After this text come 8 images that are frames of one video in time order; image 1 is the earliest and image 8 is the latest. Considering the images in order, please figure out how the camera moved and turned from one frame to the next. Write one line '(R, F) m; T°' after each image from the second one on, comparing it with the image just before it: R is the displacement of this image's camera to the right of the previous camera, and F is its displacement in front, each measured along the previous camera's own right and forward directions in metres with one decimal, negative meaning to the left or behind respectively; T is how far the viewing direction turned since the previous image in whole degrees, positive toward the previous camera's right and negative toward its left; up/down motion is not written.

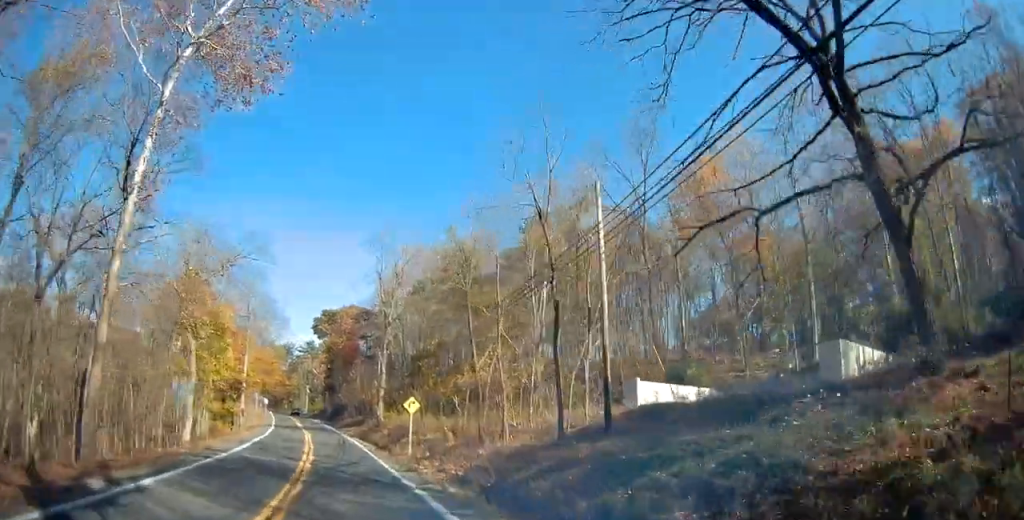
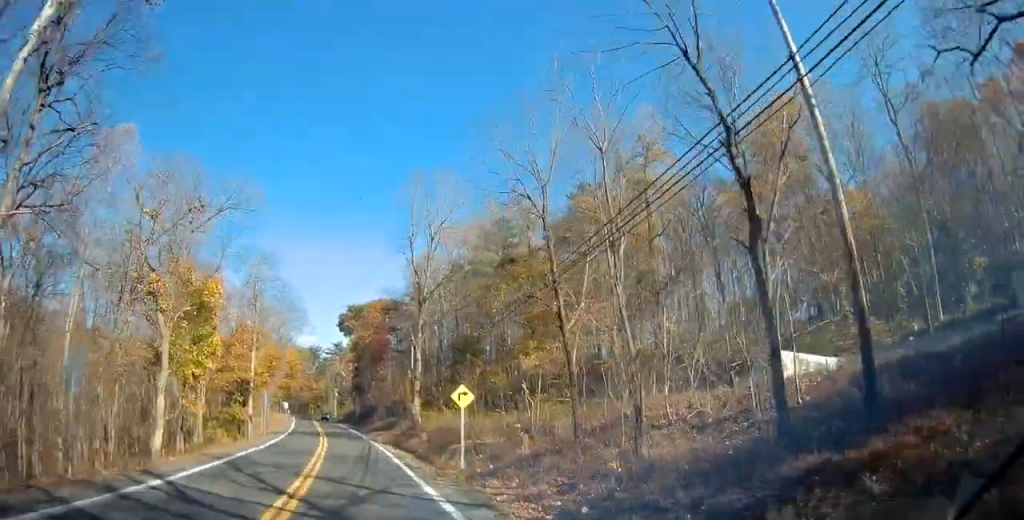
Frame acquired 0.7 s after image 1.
(-0.7, +10.3) m; -3°
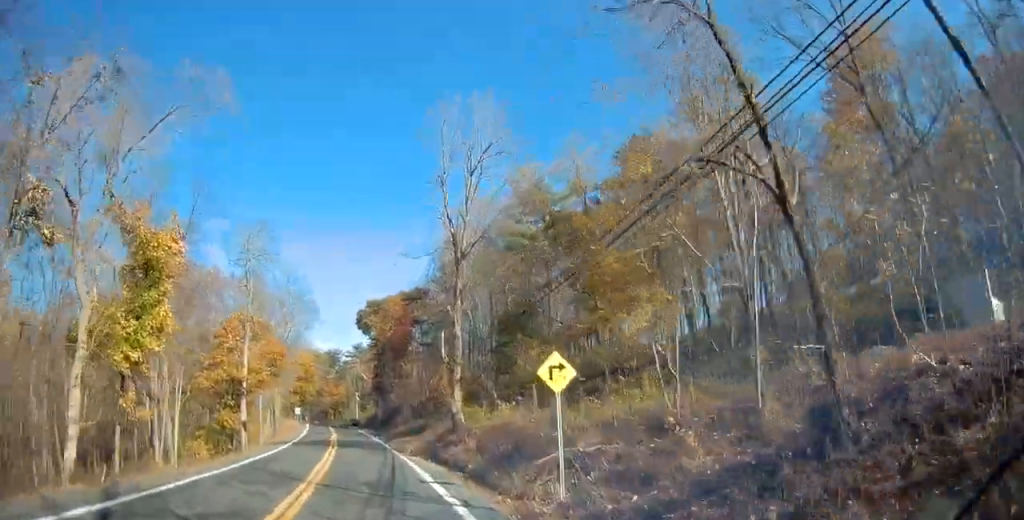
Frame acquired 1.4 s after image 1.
(-0.2, +11.0) m; -3°
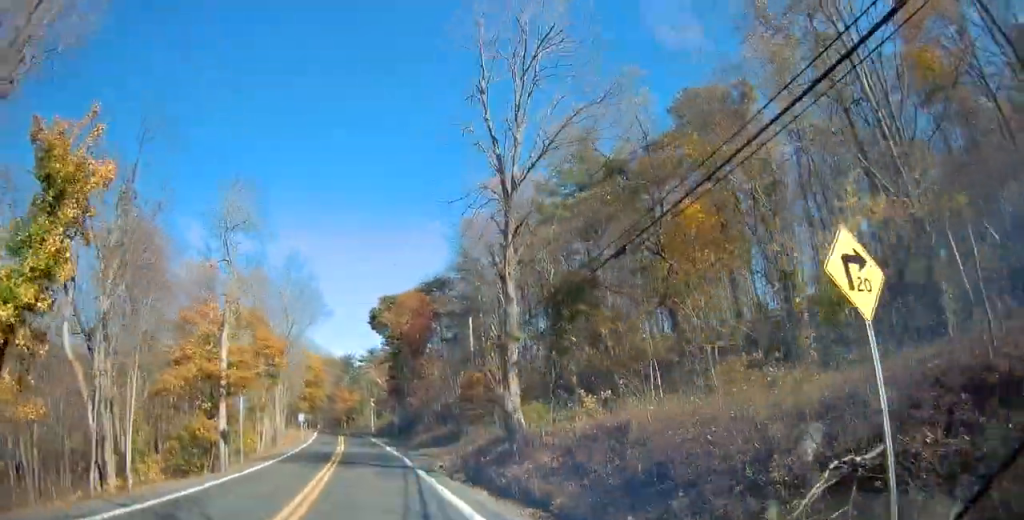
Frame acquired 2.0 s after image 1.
(+0.2, +9.5) m; -2°
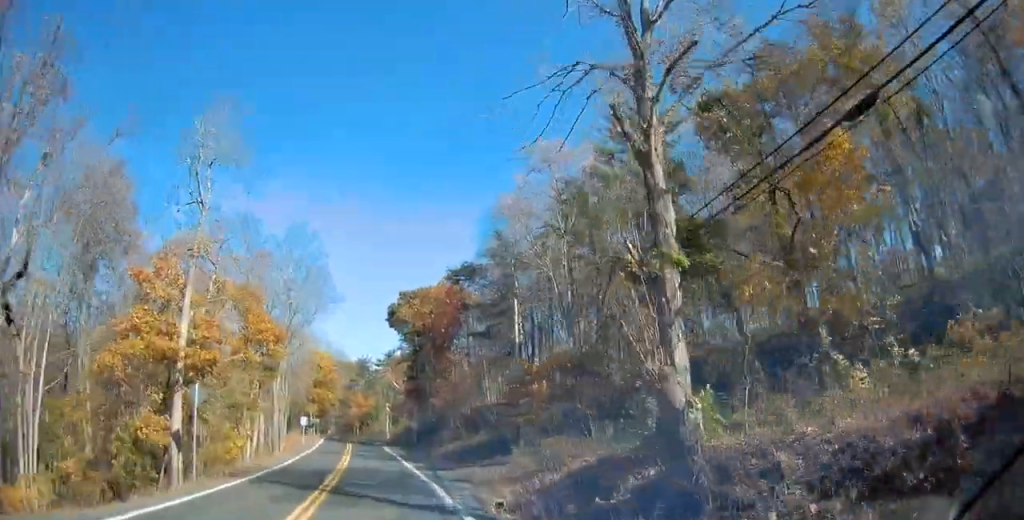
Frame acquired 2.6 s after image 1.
(-0.5, +10.1) m; -3°
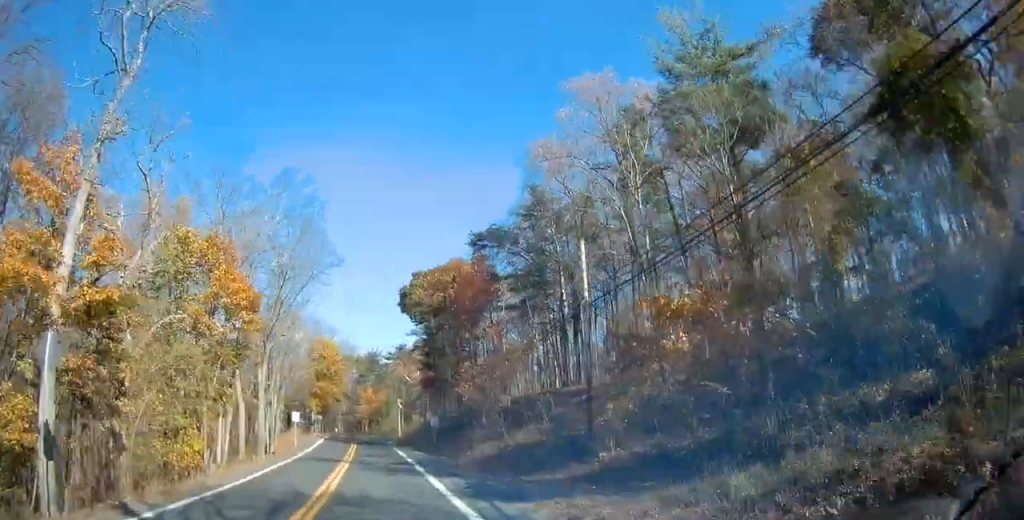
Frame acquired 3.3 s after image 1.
(-0.3, +11.2) m; -2°
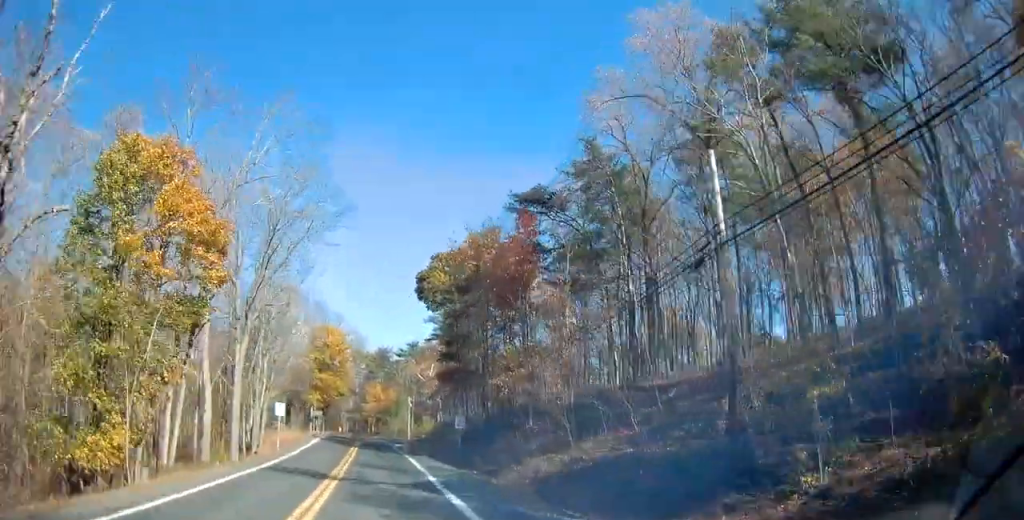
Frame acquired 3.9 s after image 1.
(-0.2, +10.1) m; -1°
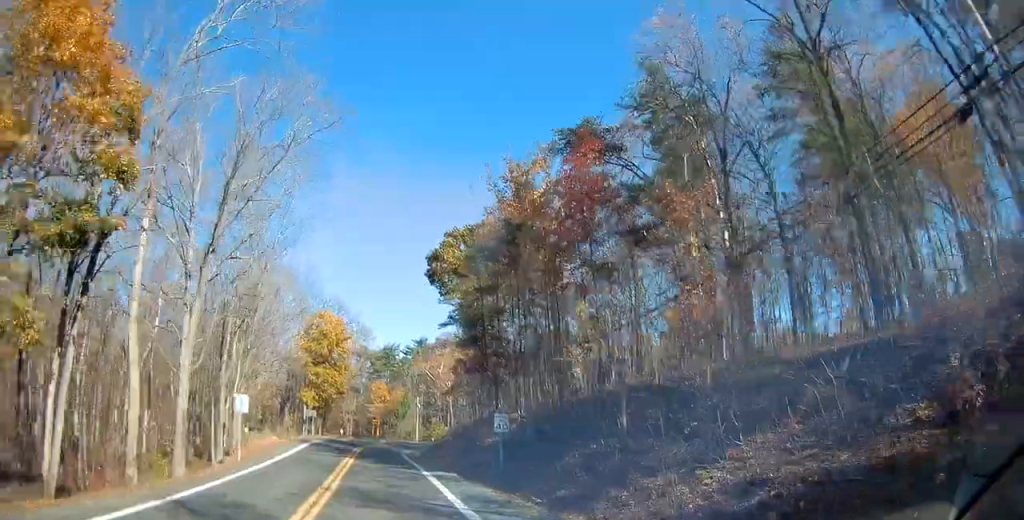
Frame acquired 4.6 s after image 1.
(0.0, +10.7) m; 0°
